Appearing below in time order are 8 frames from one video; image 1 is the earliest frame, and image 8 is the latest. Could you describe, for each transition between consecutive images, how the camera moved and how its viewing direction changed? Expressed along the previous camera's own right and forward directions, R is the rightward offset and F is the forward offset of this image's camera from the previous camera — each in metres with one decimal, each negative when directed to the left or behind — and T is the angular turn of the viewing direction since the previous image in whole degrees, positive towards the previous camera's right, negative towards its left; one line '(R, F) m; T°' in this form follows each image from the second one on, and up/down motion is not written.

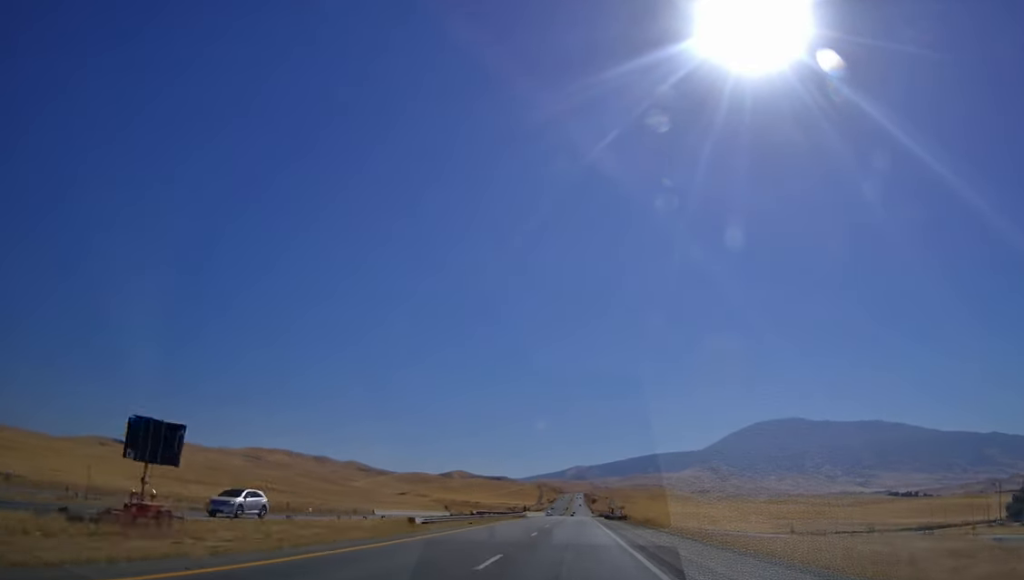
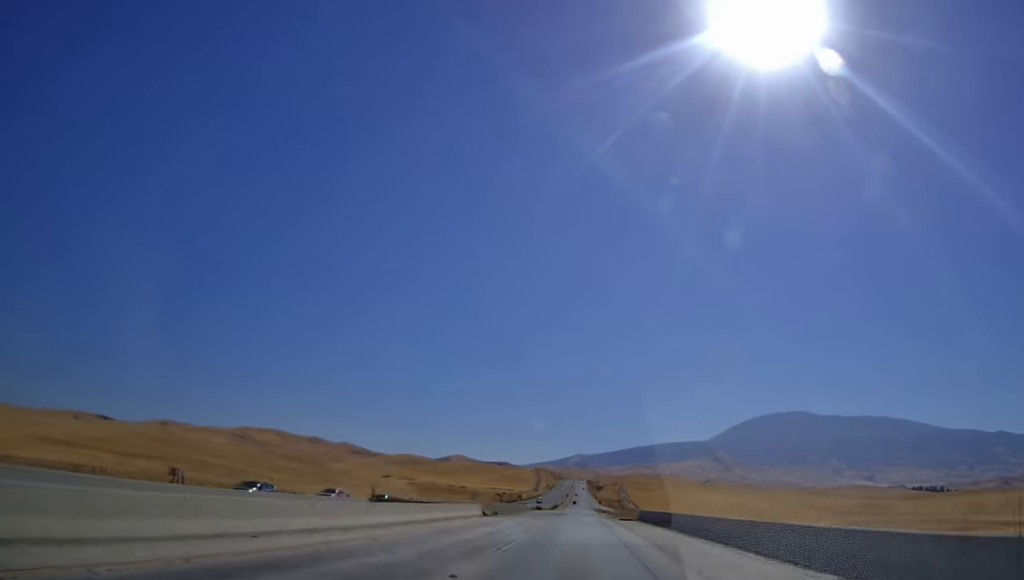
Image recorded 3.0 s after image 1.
(0.0, +98.5) m; 0°
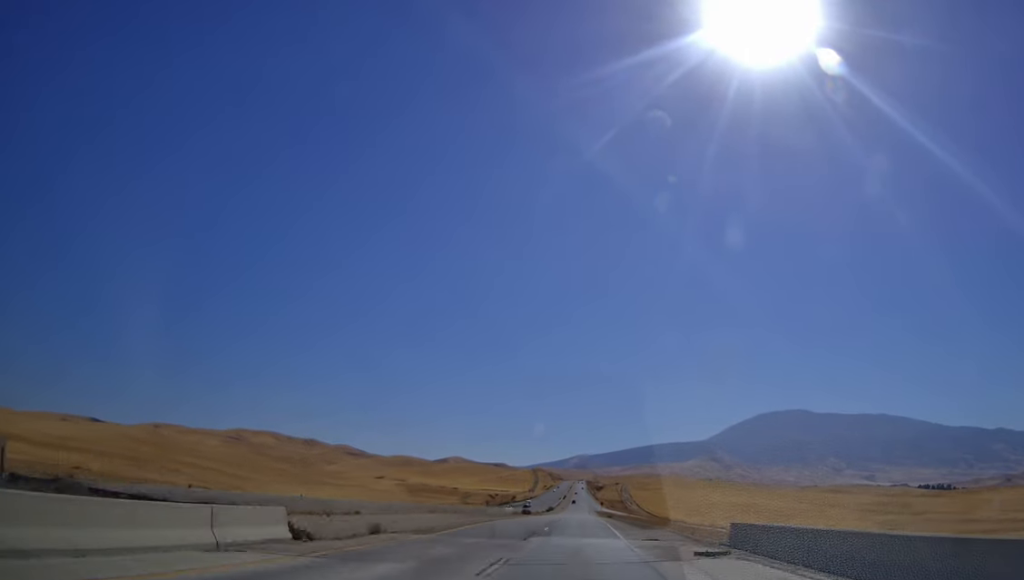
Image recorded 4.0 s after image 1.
(+0.2, +32.9) m; 0°
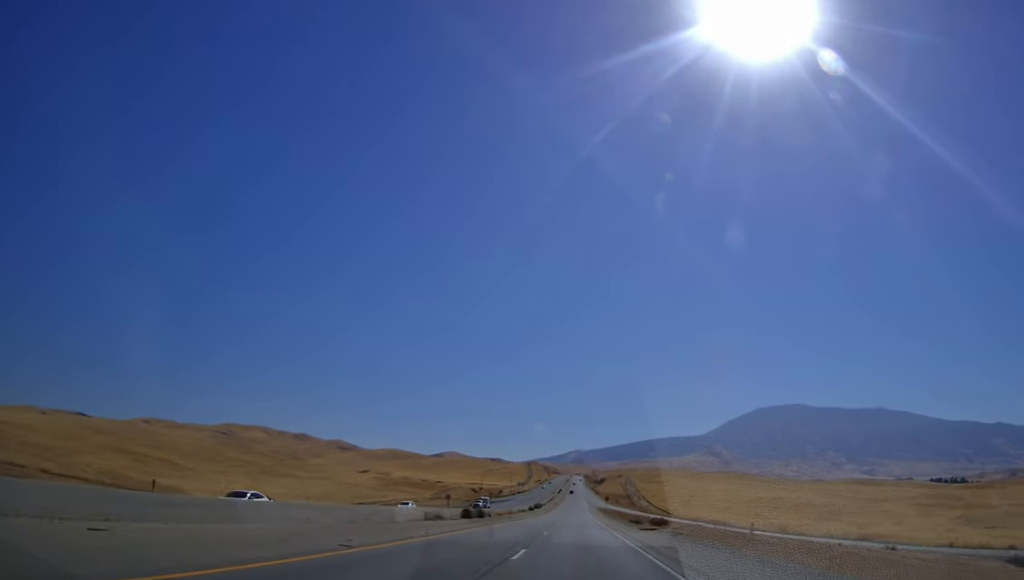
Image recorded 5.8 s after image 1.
(-0.6, +59.4) m; 0°
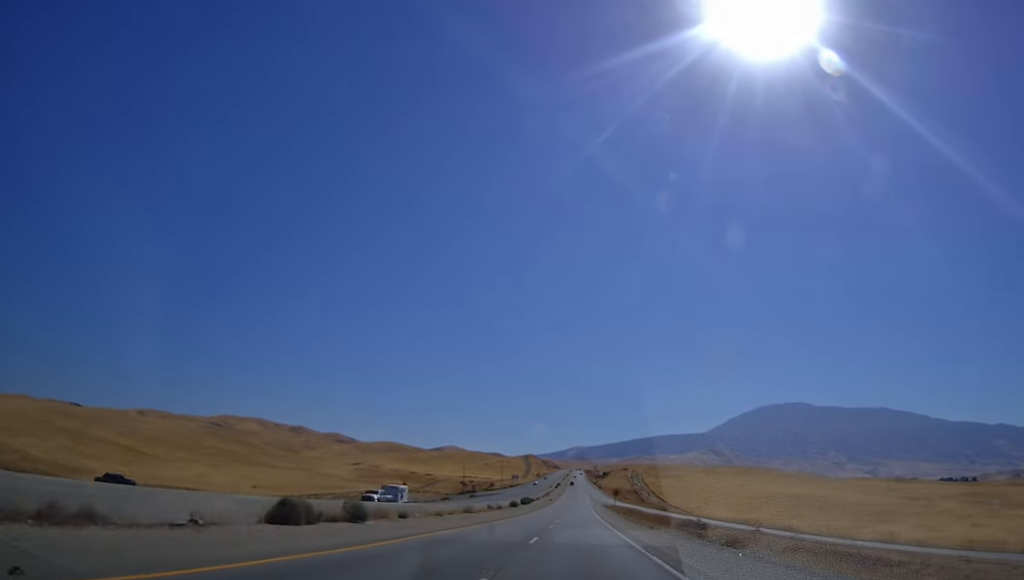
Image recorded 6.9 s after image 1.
(+0.2, +37.5) m; 0°
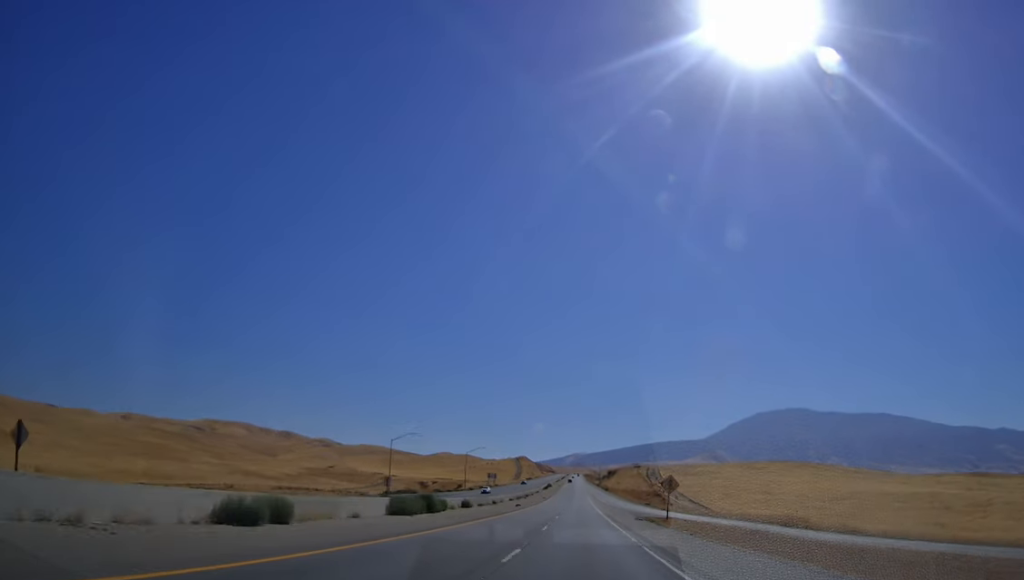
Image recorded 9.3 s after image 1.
(+0.6, +80.1) m; +1°
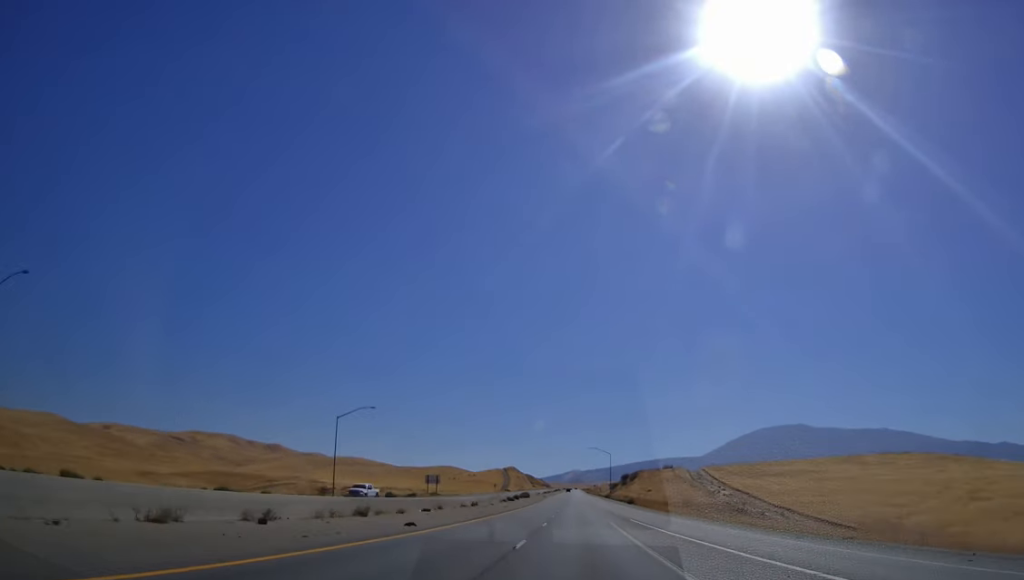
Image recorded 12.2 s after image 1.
(+0.2, +96.8) m; 0°
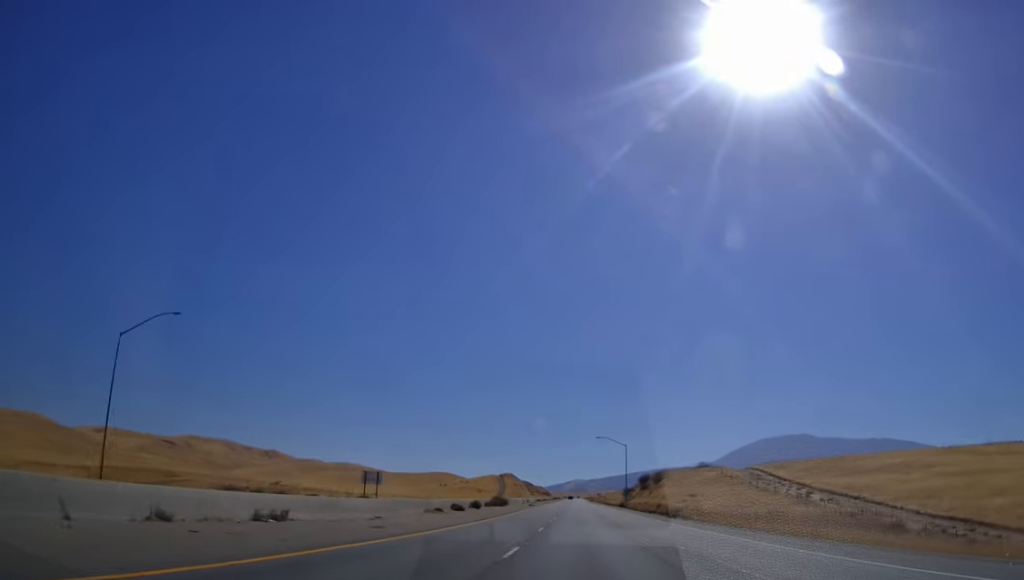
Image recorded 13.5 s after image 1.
(-0.4, +45.3) m; 0°
